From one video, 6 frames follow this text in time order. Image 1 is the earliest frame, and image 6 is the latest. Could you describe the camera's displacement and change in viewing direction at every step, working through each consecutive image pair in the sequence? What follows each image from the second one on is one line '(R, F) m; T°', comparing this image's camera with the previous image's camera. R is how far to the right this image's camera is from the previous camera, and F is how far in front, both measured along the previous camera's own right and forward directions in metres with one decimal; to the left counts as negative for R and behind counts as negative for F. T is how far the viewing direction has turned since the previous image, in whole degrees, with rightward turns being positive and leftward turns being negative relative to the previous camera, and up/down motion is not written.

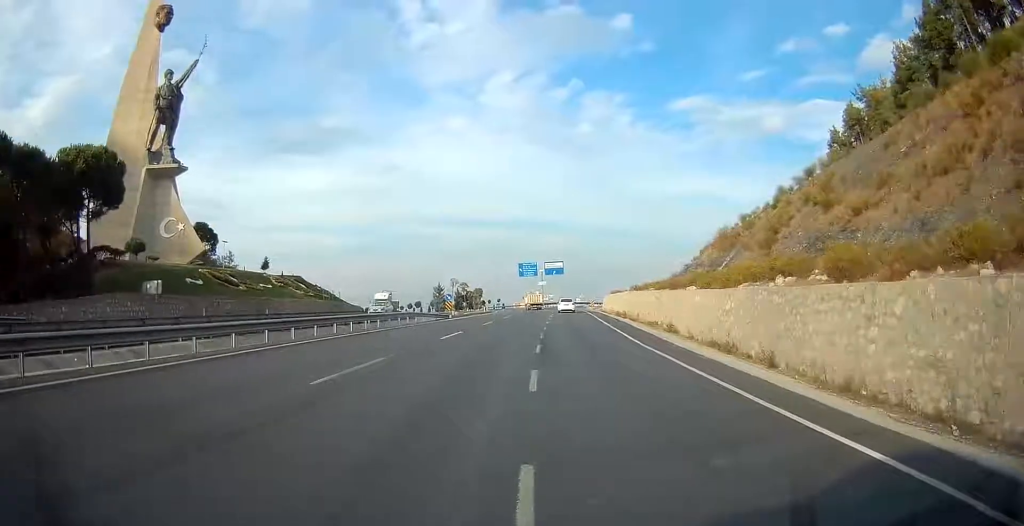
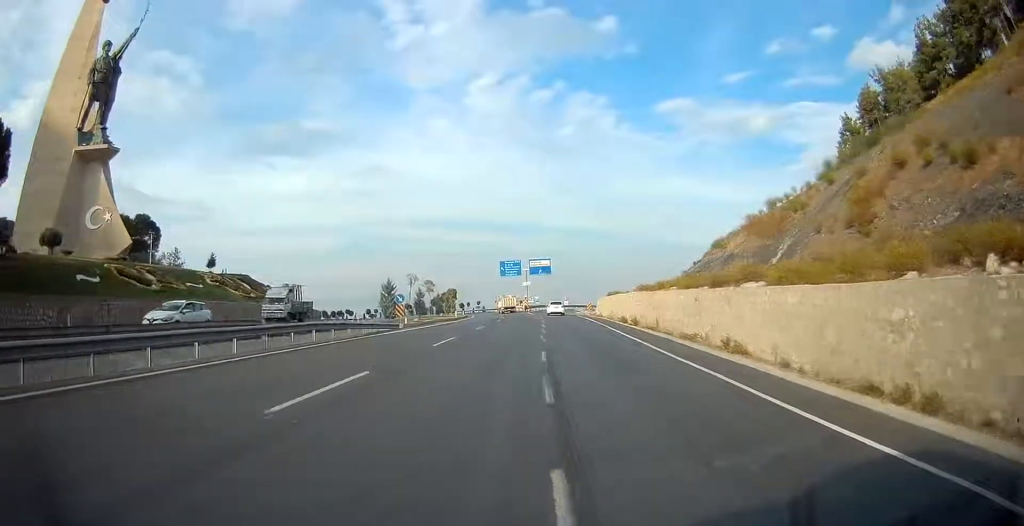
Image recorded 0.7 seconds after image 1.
(+0.2, +14.3) m; +2°
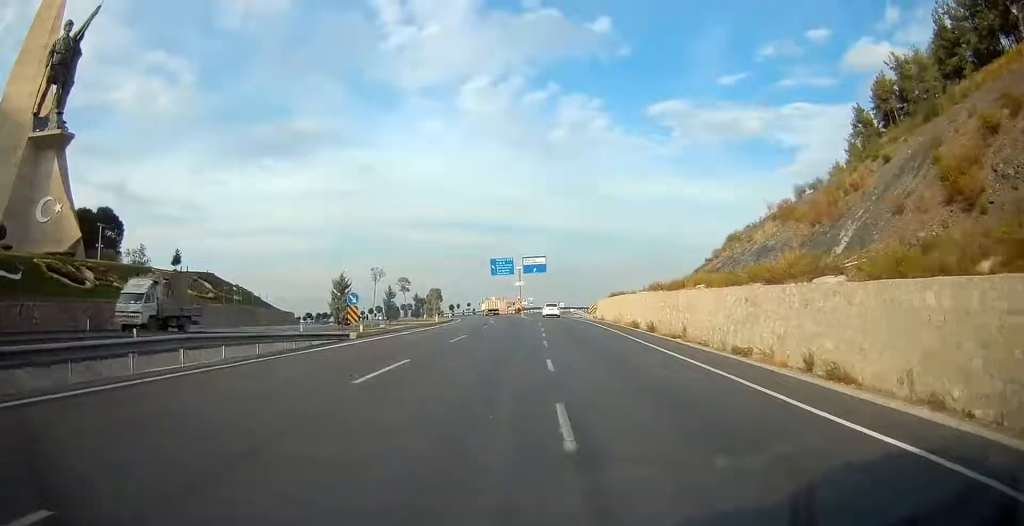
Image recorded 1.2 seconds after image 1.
(+0.2, +8.7) m; +1°
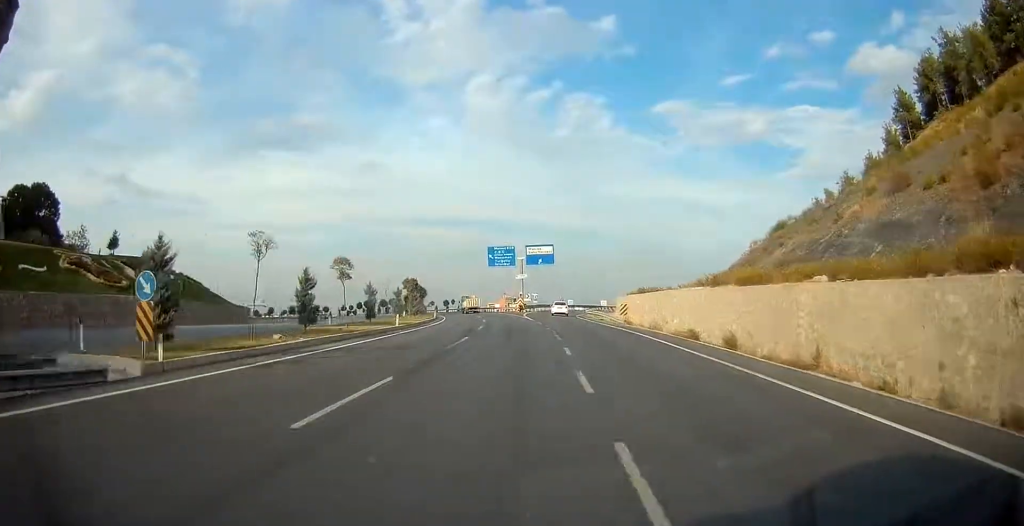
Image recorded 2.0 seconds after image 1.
(+0.2, +15.6) m; +1°
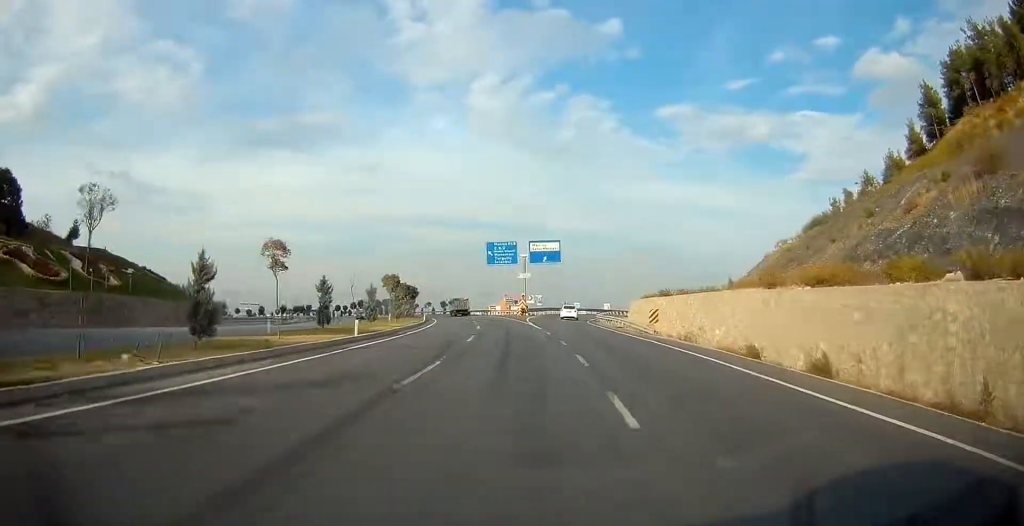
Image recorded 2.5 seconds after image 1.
(+0.1, +8.7) m; 0°
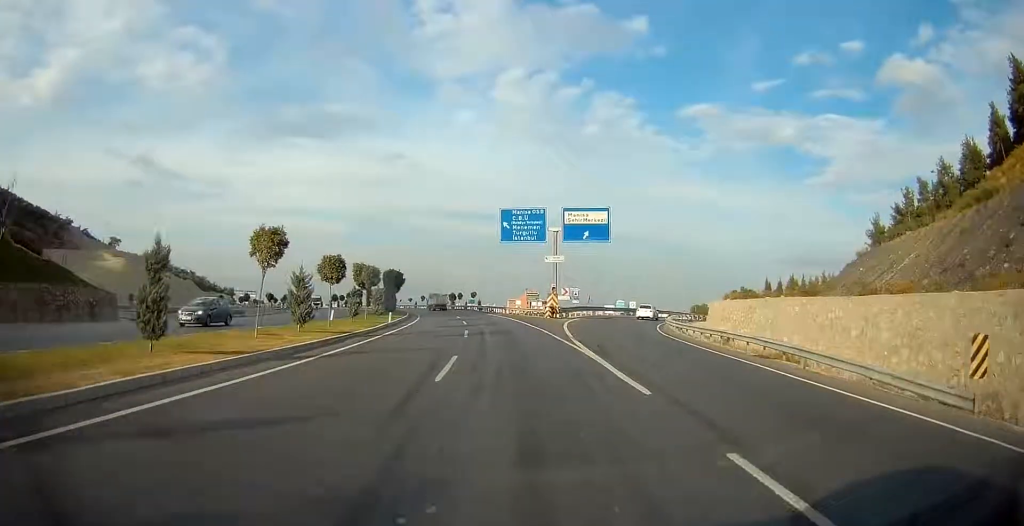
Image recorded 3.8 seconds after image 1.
(-0.2, +23.0) m; -1°
